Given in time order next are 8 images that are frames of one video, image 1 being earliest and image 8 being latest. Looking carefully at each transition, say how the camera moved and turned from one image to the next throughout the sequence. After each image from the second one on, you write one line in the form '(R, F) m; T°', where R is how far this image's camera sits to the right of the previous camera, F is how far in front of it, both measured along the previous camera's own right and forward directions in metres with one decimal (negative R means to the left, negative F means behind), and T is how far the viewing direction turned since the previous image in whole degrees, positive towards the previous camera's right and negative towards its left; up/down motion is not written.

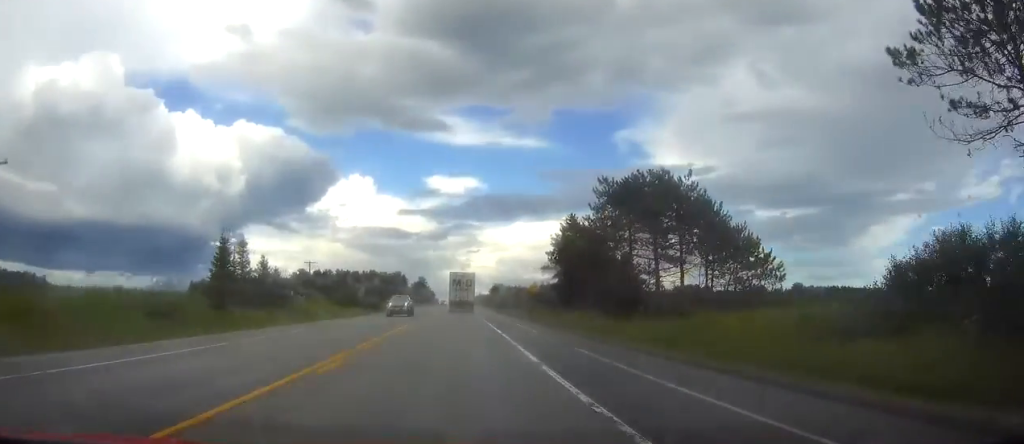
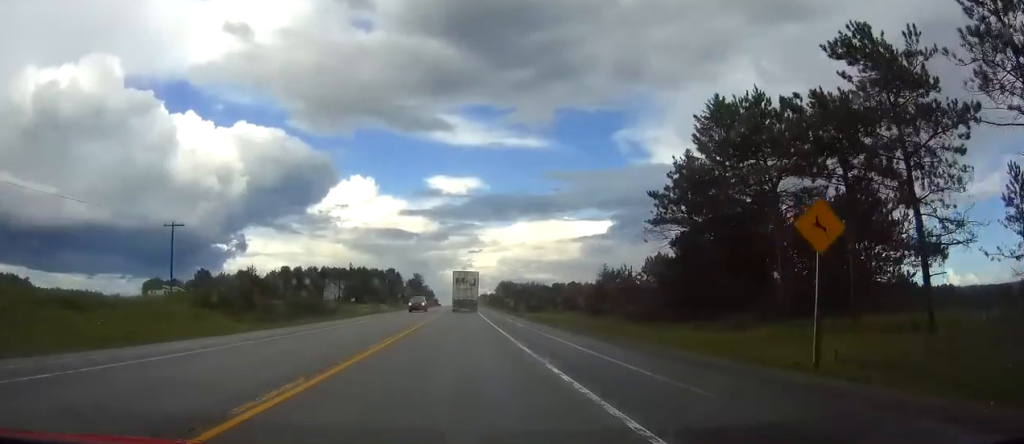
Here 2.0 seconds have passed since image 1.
(0.0, +56.2) m; 0°
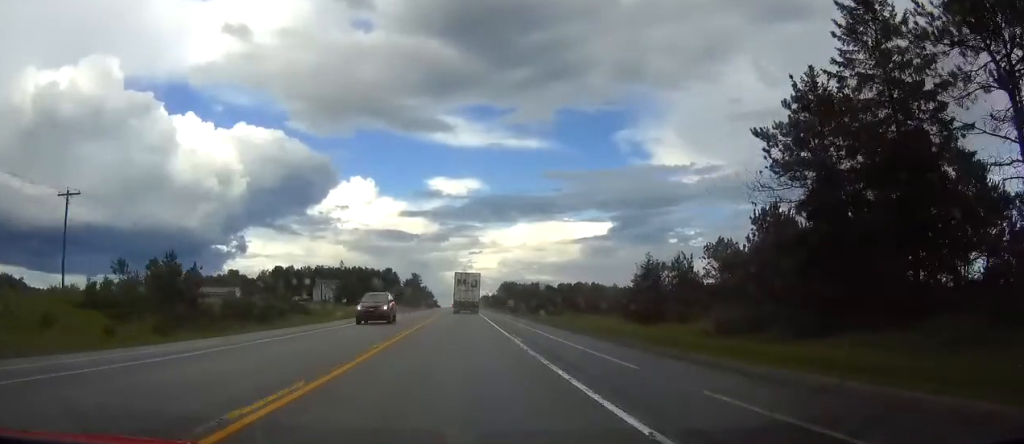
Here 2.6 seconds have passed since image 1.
(0.0, +17.9) m; 0°
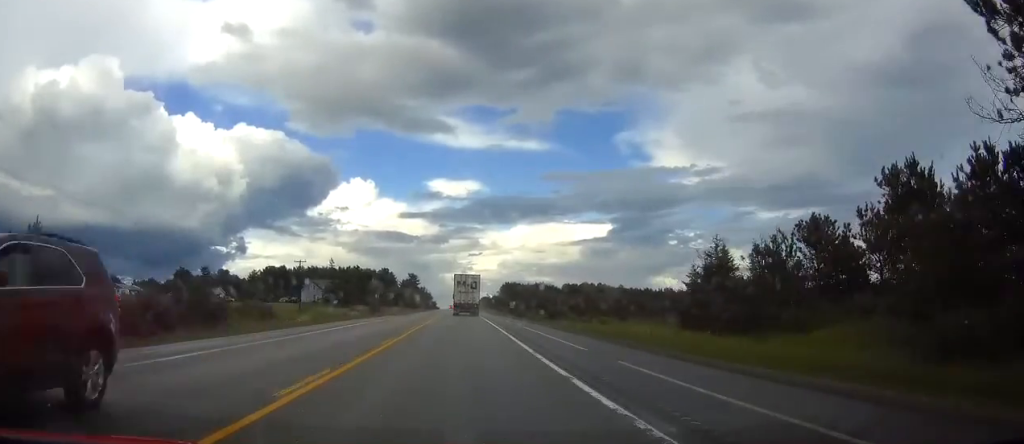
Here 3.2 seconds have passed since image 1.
(-0.1, +16.1) m; 0°
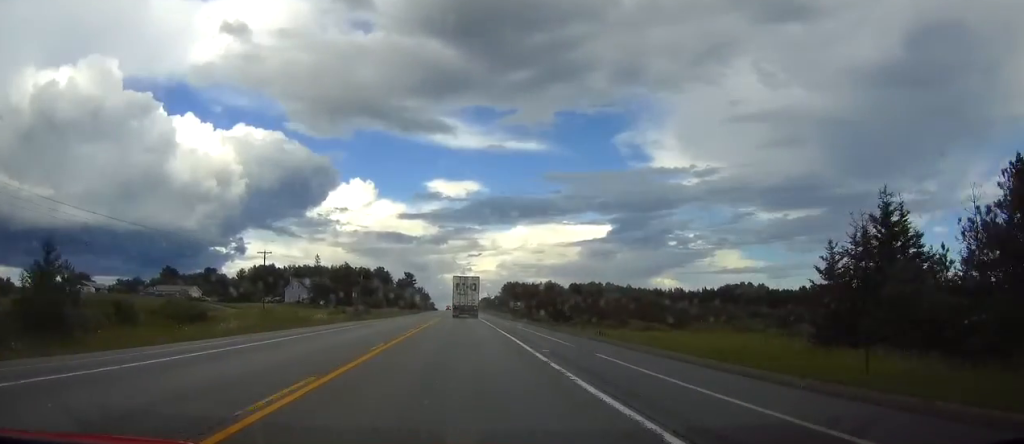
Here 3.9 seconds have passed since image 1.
(+0.1, +19.1) m; 0°
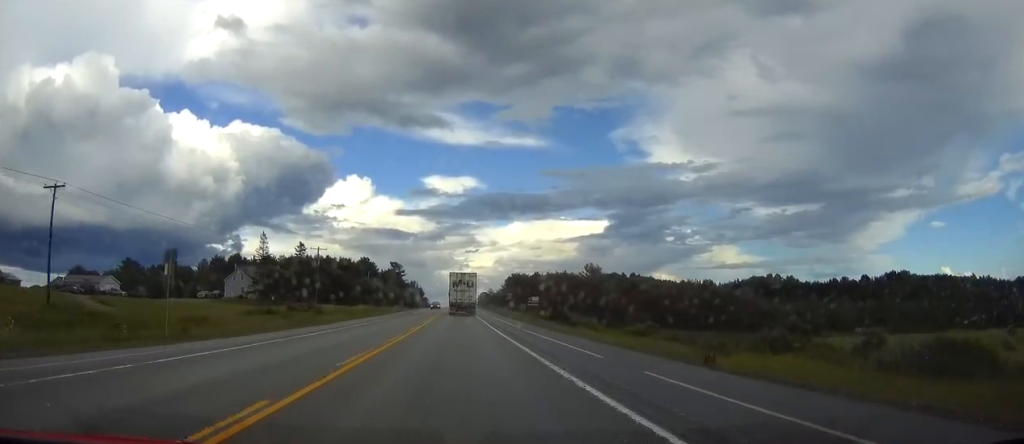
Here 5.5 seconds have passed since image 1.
(-0.1, +48.1) m; 0°
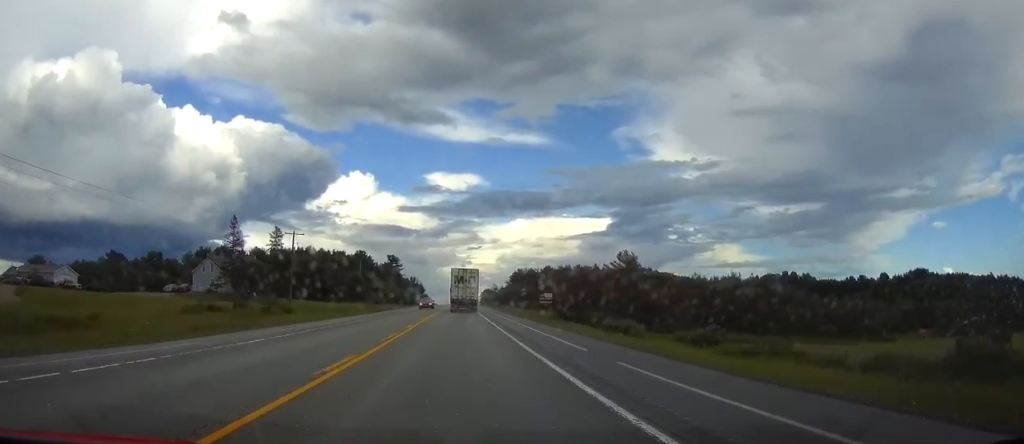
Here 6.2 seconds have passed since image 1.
(+0.1, +19.3) m; 0°
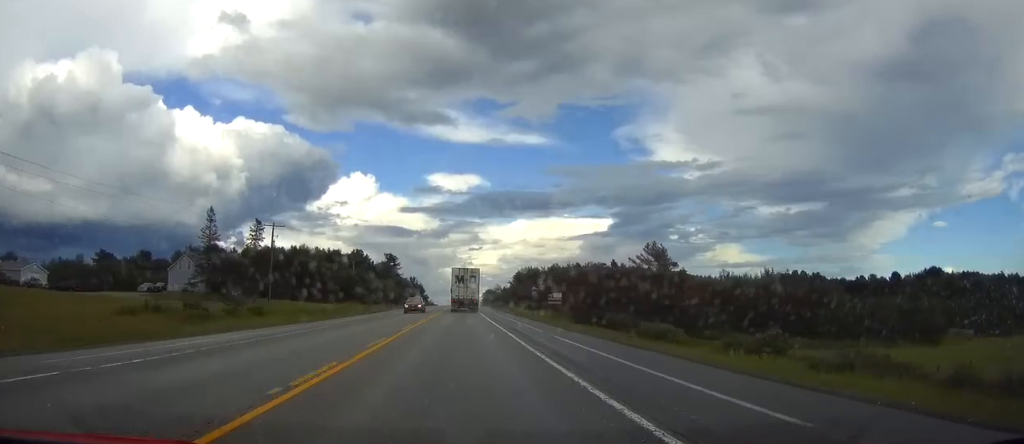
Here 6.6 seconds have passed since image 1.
(0.0, +11.6) m; 0°
